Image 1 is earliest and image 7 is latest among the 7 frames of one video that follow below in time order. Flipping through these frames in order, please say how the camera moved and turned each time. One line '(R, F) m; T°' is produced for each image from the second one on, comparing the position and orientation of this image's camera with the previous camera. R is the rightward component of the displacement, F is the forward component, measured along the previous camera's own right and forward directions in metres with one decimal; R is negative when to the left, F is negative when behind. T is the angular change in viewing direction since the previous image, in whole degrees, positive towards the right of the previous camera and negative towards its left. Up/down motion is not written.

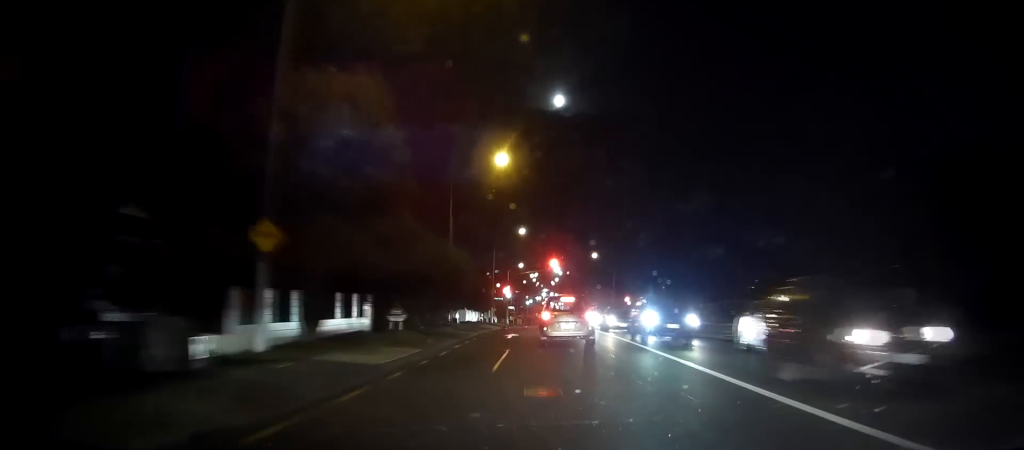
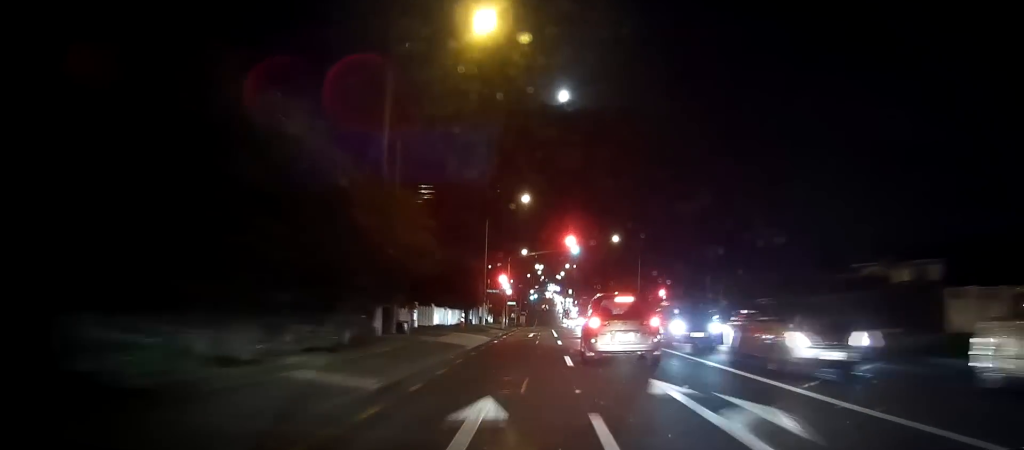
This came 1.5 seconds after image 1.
(-0.3, +22.8) m; -1°
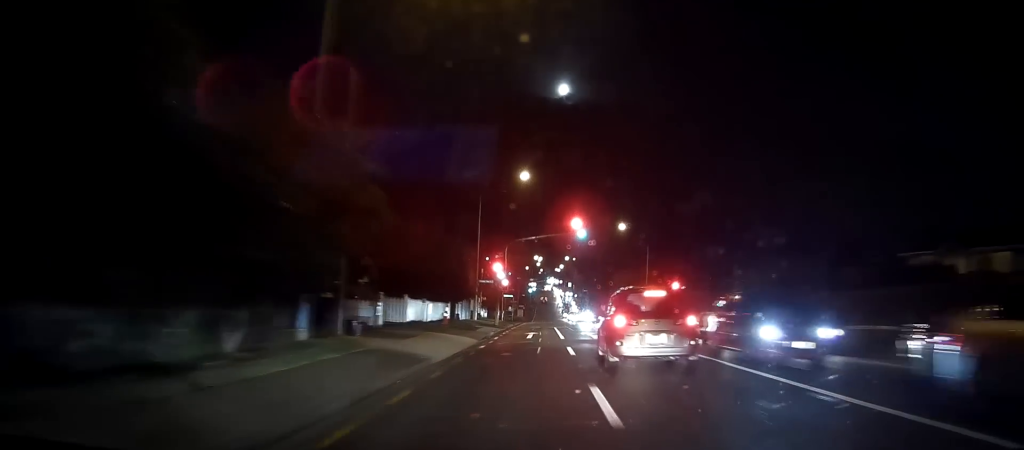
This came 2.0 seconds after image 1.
(0.0, +7.7) m; 0°
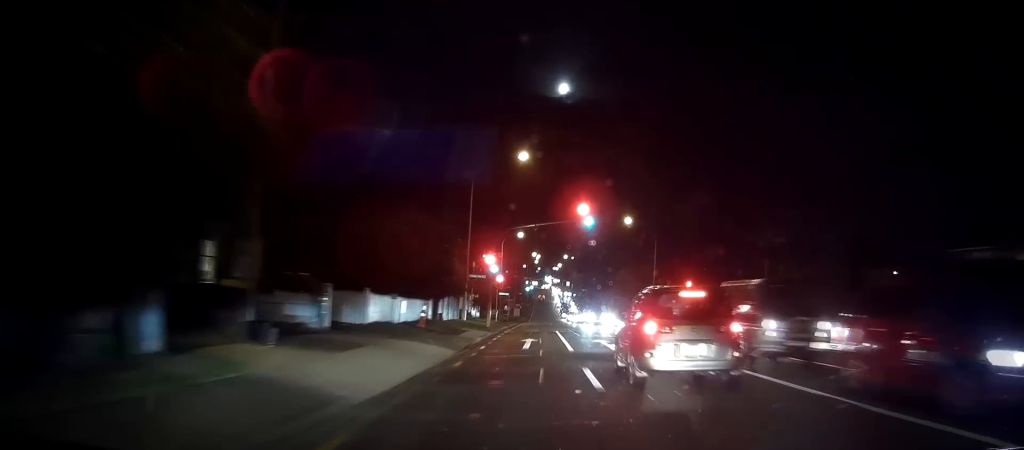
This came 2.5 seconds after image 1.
(0.0, +6.7) m; 0°
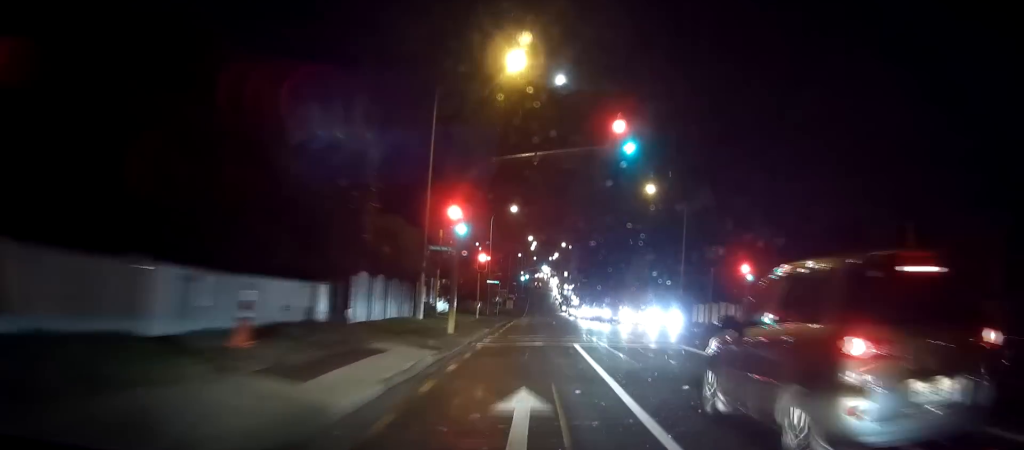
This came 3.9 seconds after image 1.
(+0.1, +18.0) m; 0°
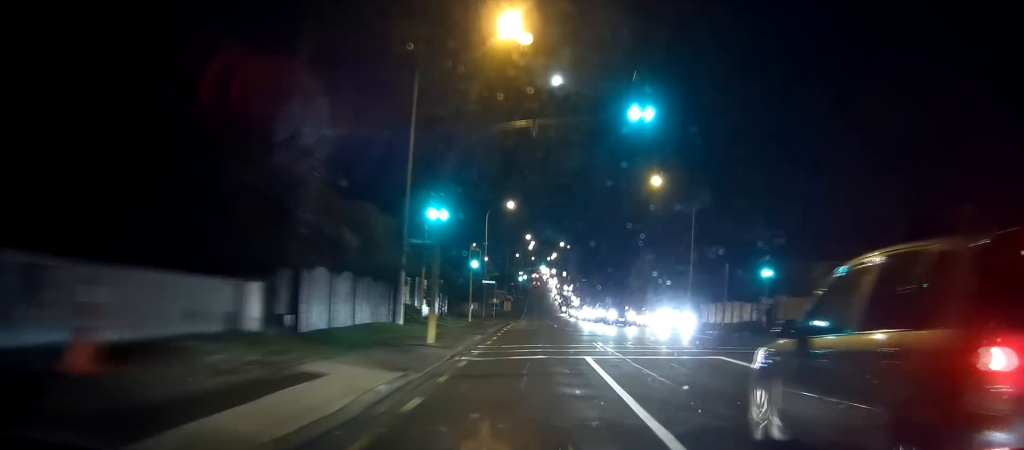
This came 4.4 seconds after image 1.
(0.0, +4.8) m; 0°
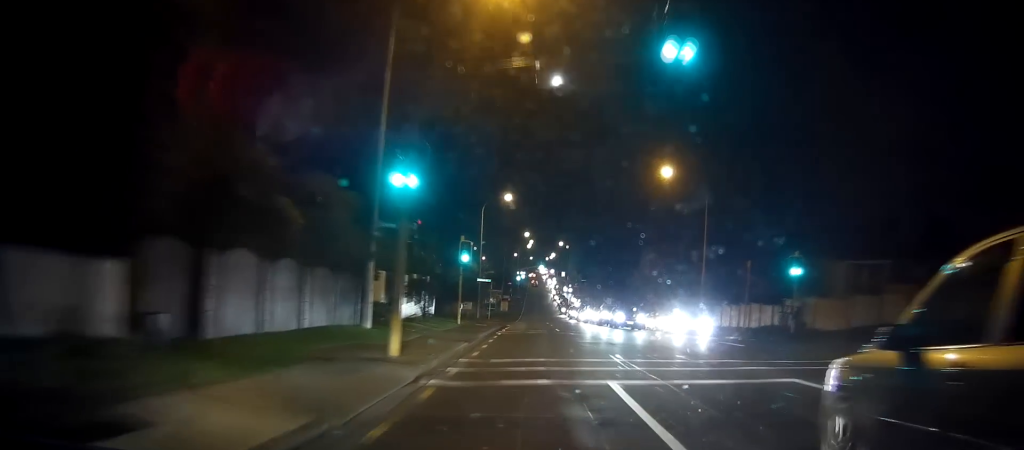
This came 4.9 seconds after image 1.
(0.0, +5.7) m; 0°
